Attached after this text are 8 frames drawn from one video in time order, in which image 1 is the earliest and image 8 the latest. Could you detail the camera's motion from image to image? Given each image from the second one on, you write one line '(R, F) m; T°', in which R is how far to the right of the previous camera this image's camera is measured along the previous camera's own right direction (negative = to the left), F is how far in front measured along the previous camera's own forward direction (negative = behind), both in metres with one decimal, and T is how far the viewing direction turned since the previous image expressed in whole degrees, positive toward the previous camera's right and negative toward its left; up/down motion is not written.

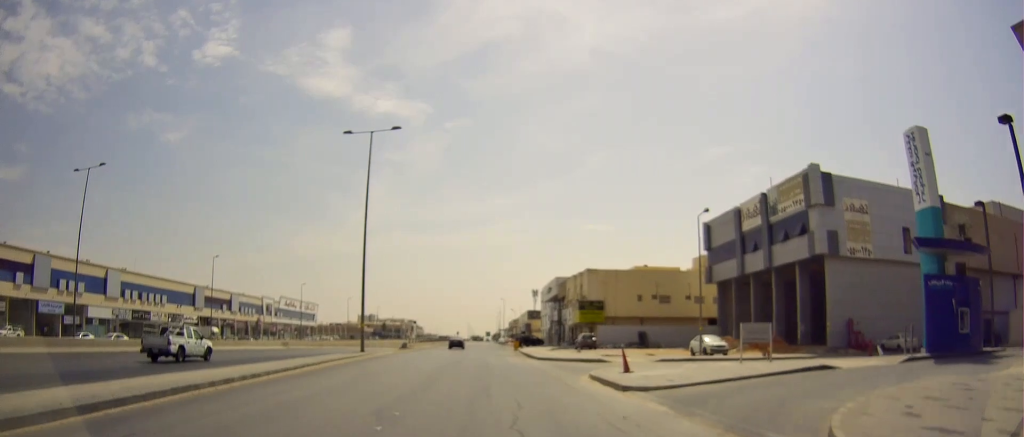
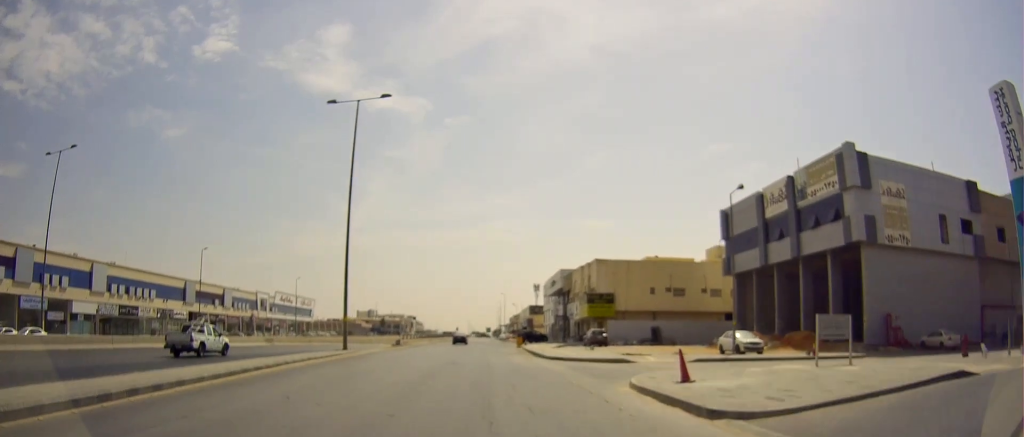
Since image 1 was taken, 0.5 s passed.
(-0.2, +5.4) m; +1°
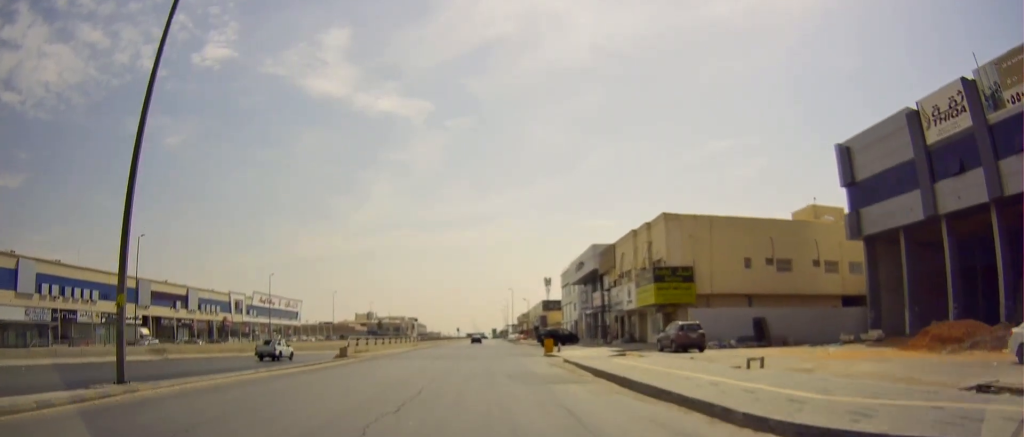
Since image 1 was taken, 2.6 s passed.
(+1.1, +24.6) m; +2°
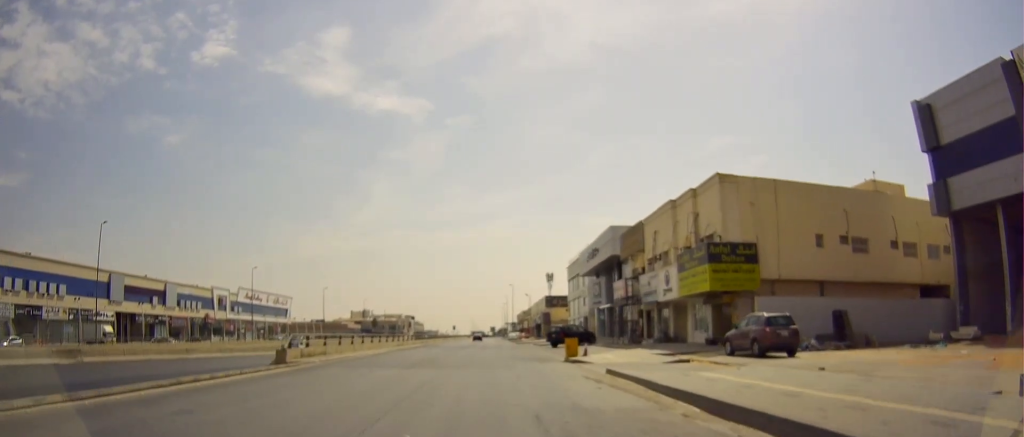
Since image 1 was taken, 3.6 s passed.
(-0.2, +10.5) m; 0°
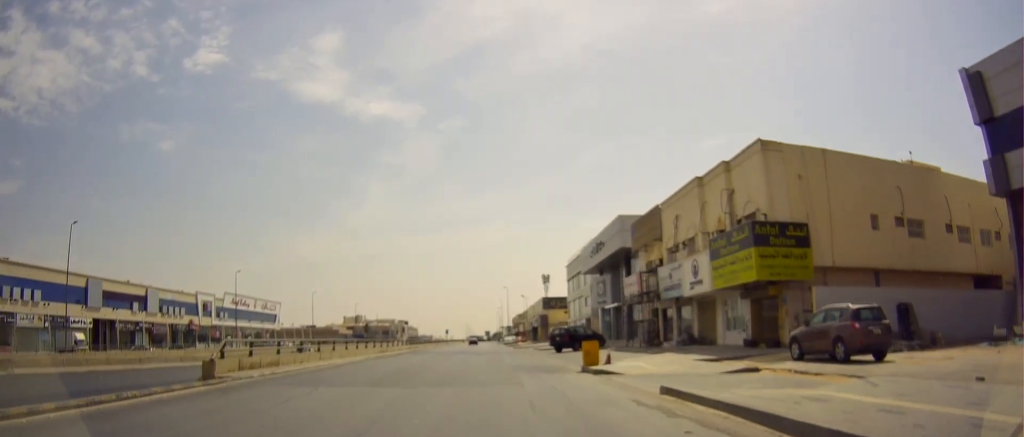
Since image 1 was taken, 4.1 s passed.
(0.0, +6.3) m; 0°
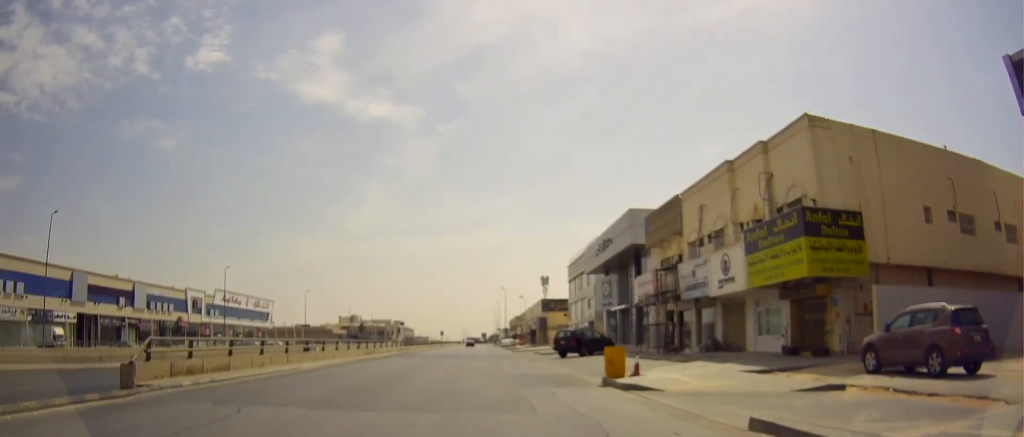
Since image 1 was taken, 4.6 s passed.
(0.0, +4.5) m; 0°
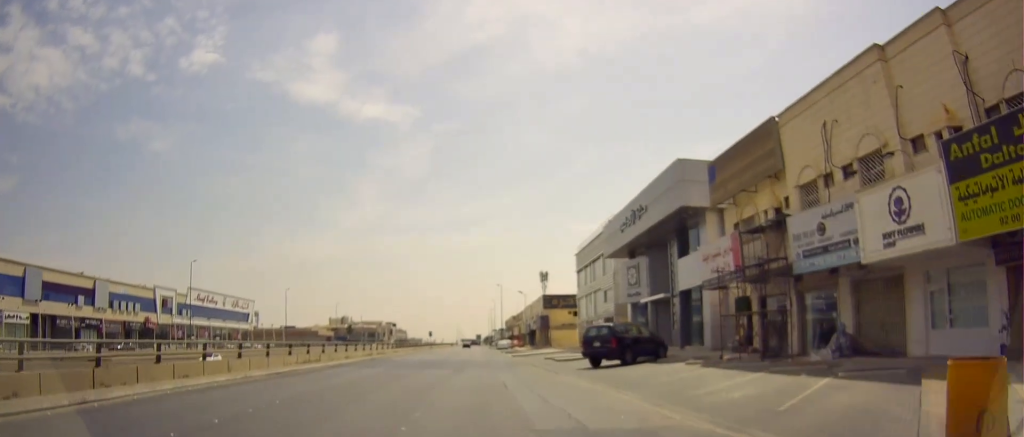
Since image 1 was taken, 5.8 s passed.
(0.0, +13.3) m; 0°
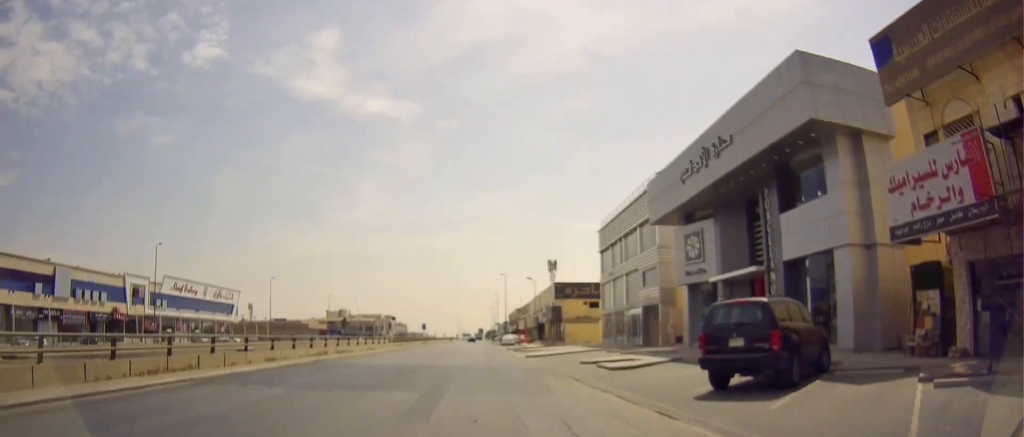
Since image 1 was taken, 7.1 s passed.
(0.0, +14.1) m; 0°
